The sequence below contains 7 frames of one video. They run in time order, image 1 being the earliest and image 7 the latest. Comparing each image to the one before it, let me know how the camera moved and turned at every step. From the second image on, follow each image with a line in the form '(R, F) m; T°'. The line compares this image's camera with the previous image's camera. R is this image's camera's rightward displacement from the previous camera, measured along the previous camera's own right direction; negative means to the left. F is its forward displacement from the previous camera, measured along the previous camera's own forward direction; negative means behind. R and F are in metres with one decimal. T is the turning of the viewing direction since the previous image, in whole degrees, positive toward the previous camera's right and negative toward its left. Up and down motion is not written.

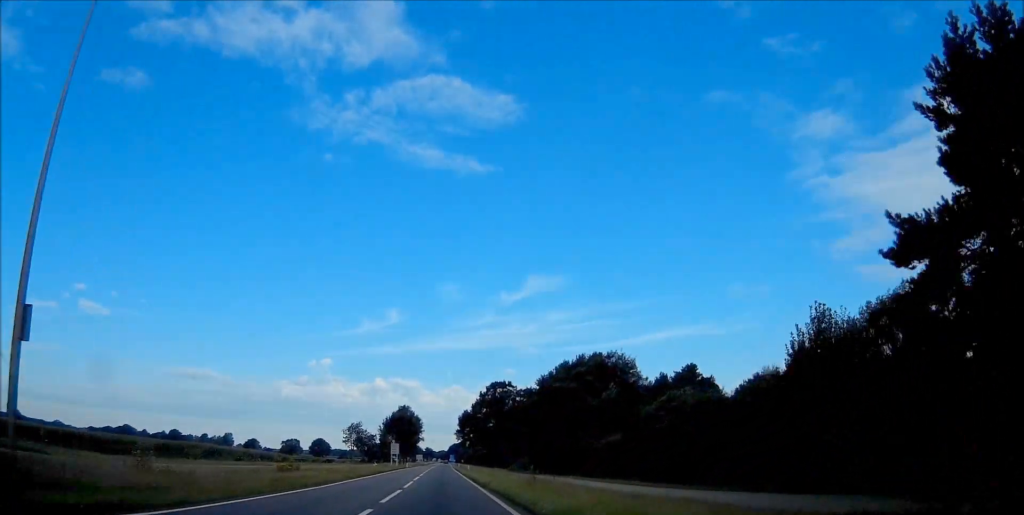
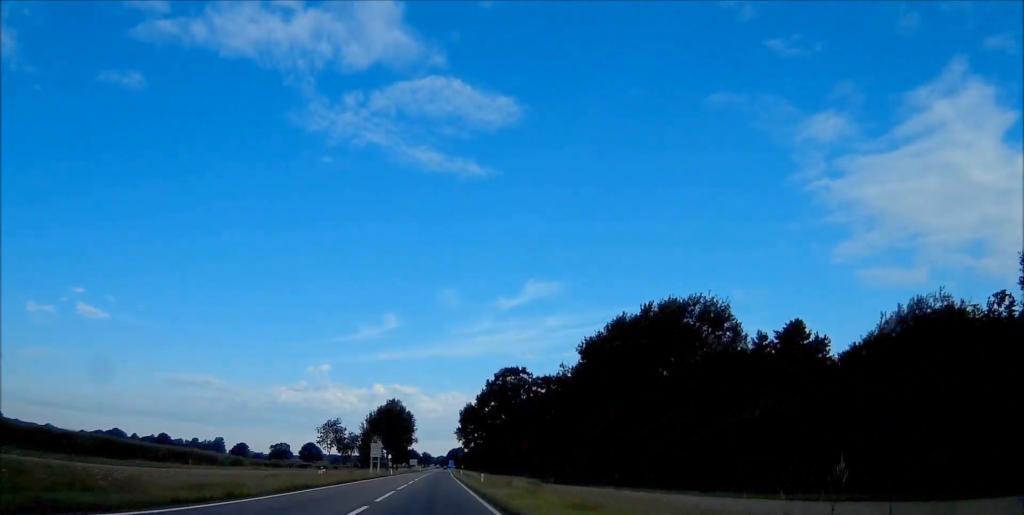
(-0.2, +34.2) m; 0°
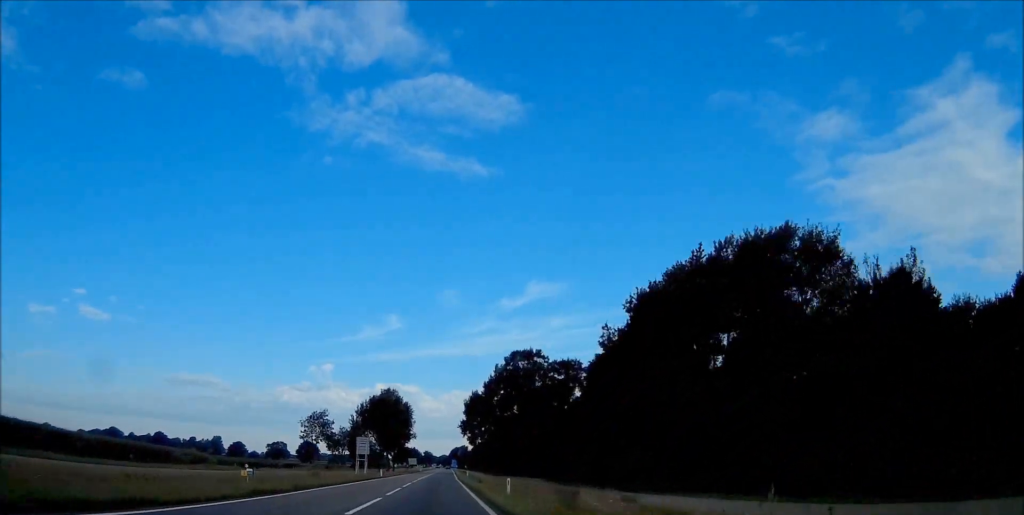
(-0.1, +18.7) m; 0°
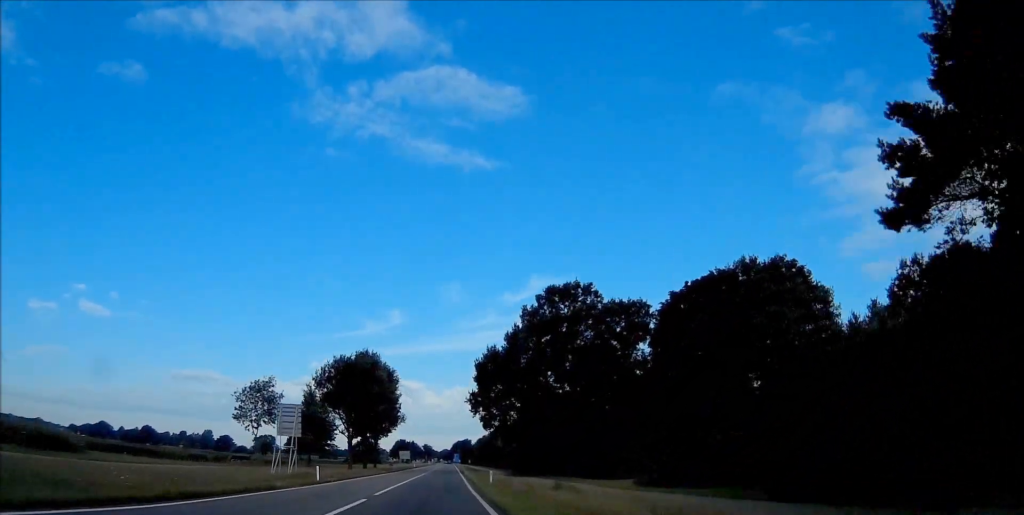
(+0.4, +39.2) m; +1°
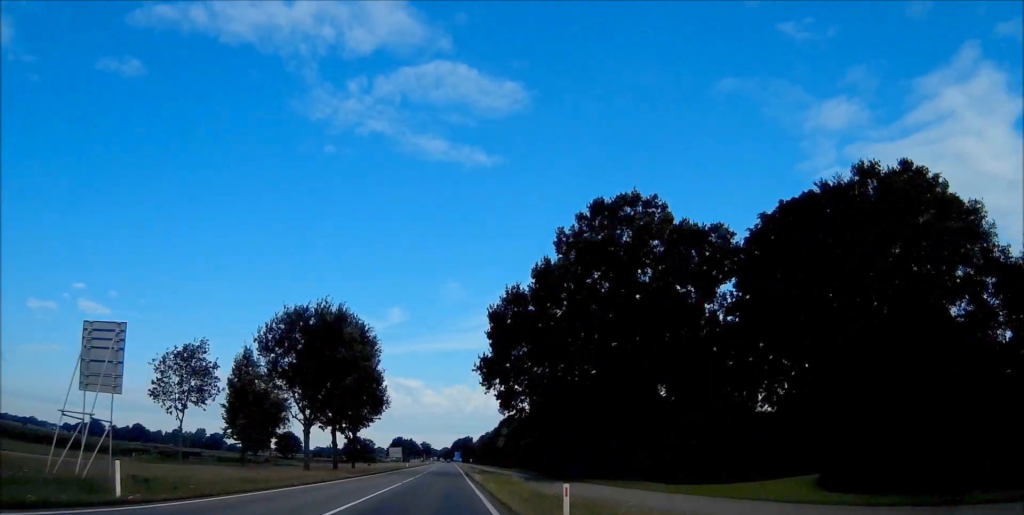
(+0.1, +24.6) m; 0°
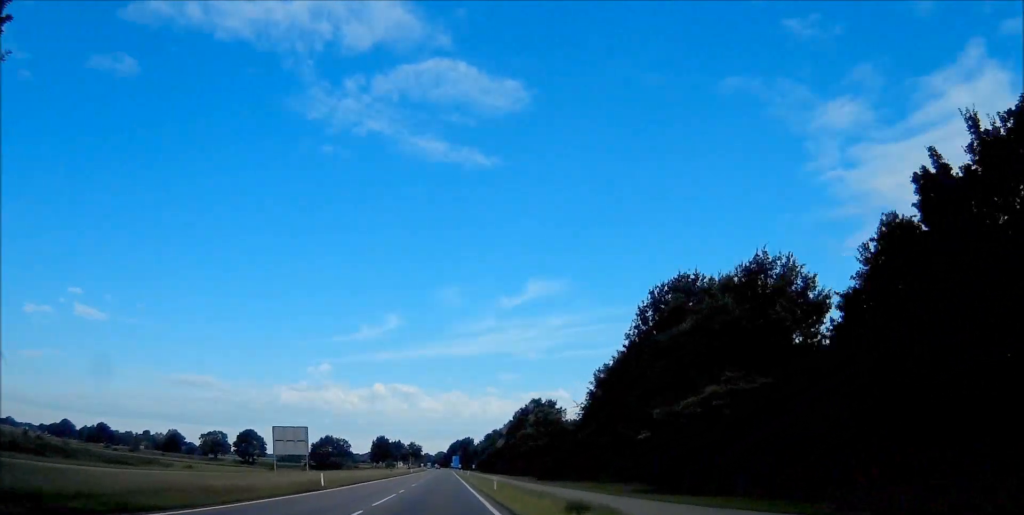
(-1.2, +76.6) m; -1°
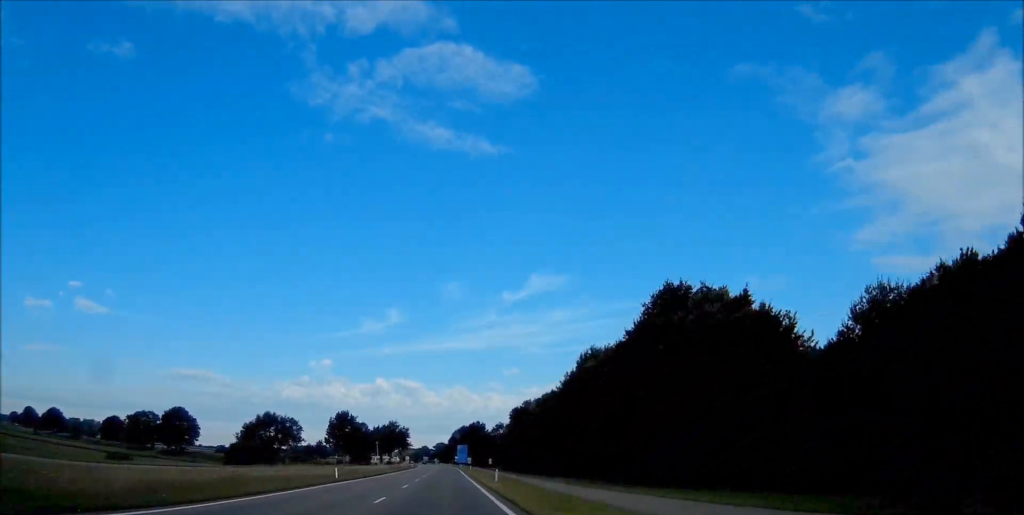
(-0.1, +93.7) m; 0°
